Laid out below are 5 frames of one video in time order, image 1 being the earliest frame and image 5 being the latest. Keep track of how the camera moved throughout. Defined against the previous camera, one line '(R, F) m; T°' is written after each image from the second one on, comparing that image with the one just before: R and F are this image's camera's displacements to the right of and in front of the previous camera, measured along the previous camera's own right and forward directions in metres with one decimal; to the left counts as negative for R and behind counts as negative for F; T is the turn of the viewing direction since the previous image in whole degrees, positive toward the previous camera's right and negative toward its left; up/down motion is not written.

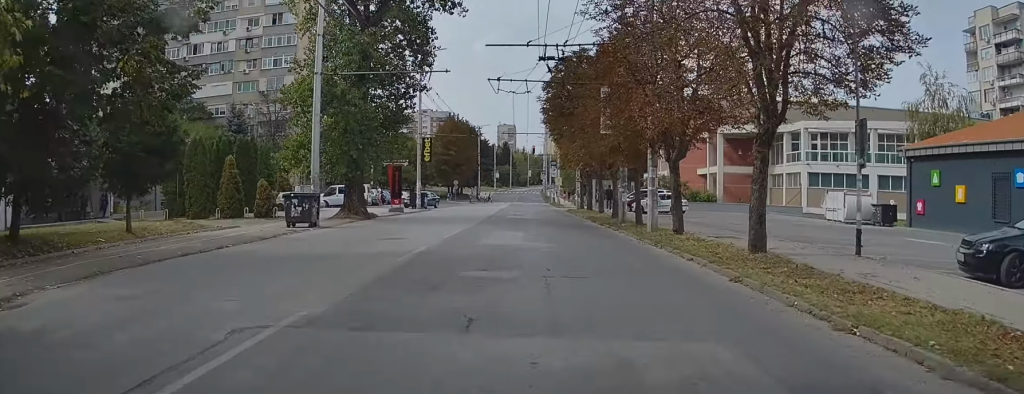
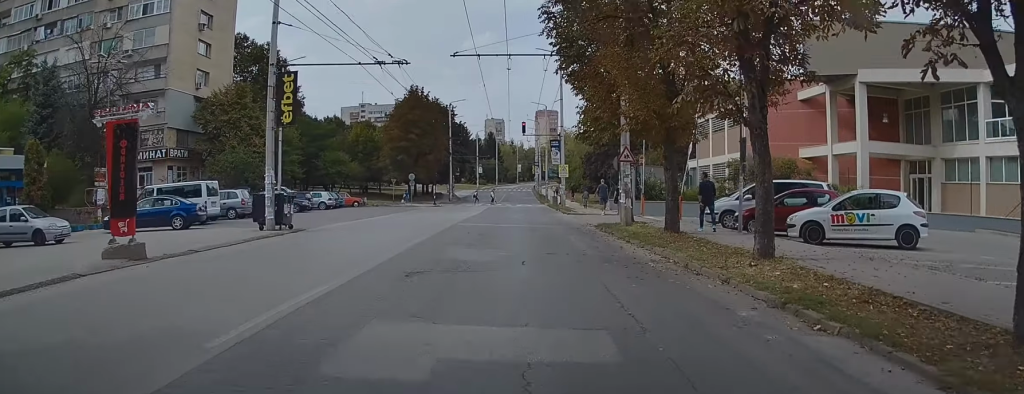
(+0.4, +30.4) m; +1°
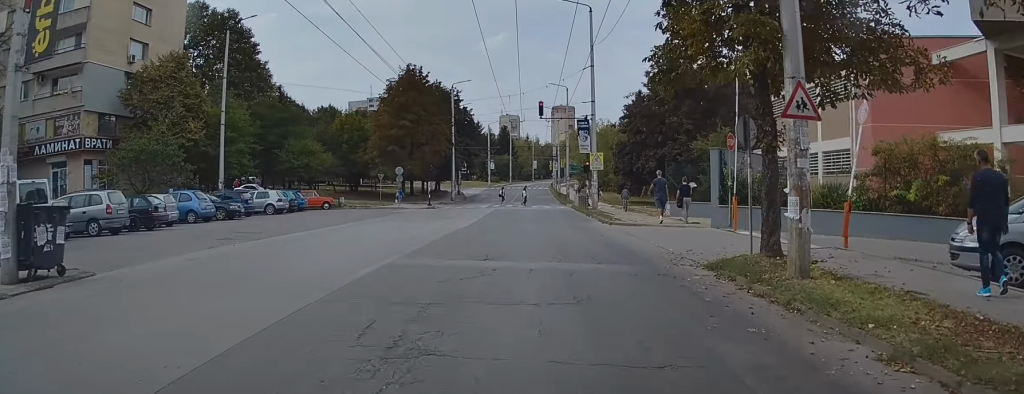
(-0.3, +14.8) m; -2°
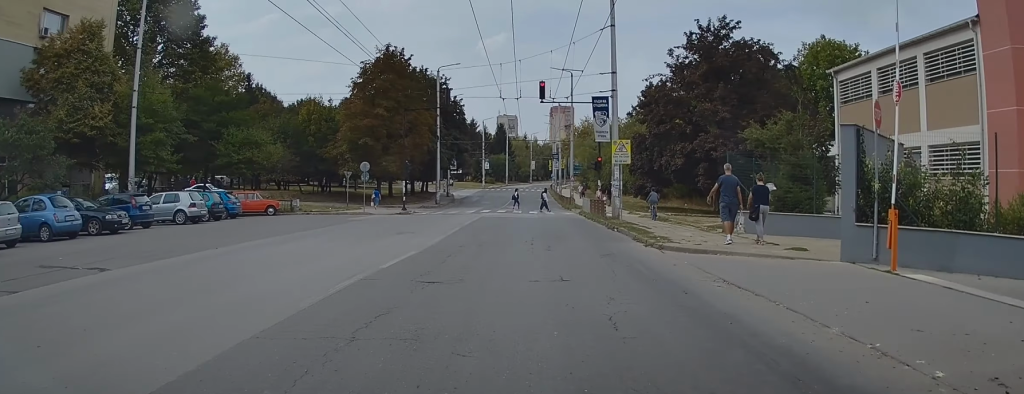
(0.0, +11.2) m; 0°
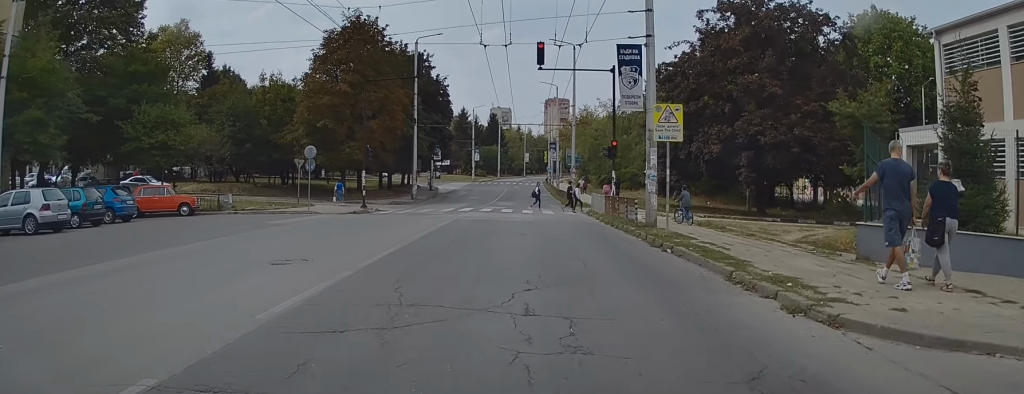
(+0.1, +10.3) m; +1°
